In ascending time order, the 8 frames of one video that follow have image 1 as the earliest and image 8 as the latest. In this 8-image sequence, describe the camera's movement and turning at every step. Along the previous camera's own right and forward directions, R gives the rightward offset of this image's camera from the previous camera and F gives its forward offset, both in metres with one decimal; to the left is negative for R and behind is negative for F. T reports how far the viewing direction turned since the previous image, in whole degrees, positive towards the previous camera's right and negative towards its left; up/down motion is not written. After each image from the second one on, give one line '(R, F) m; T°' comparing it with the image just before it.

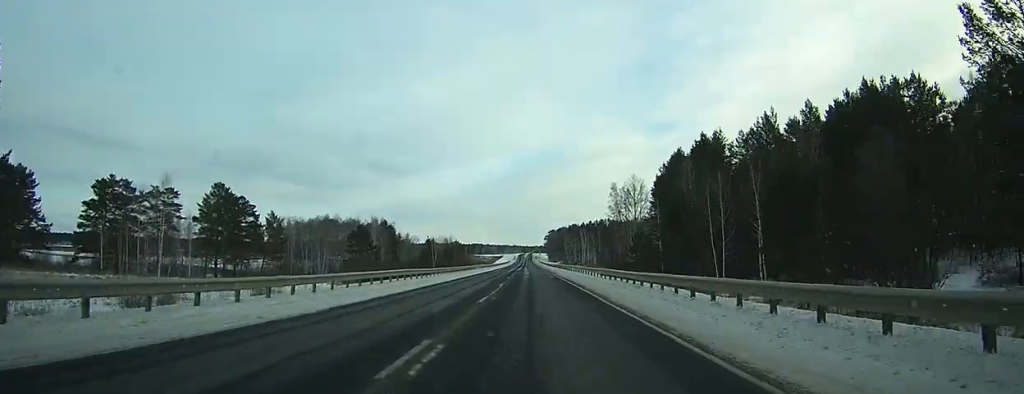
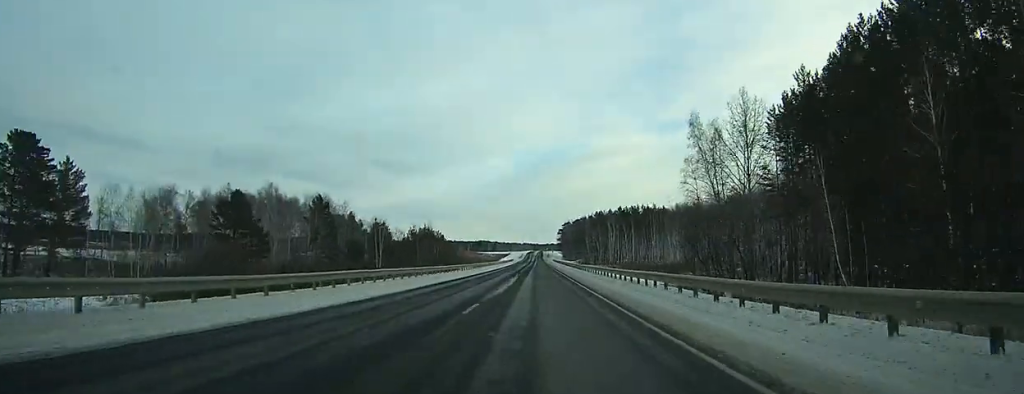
(-0.2, +65.1) m; 0°
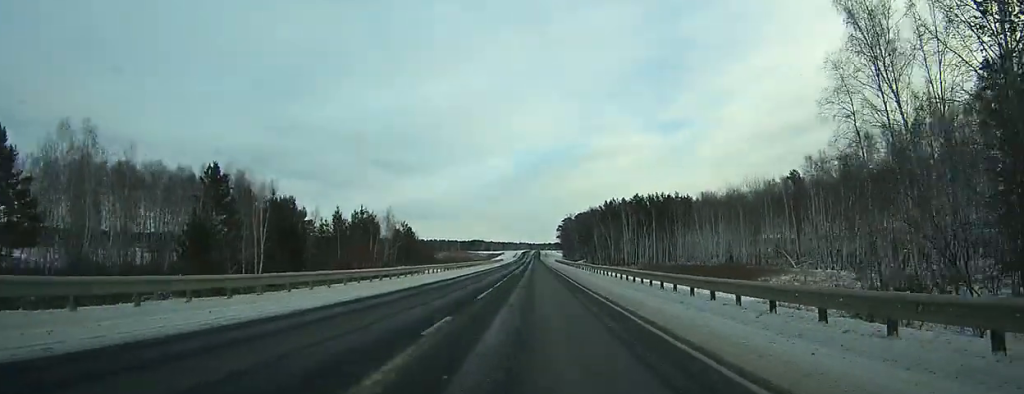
(0.0, +41.2) m; 0°
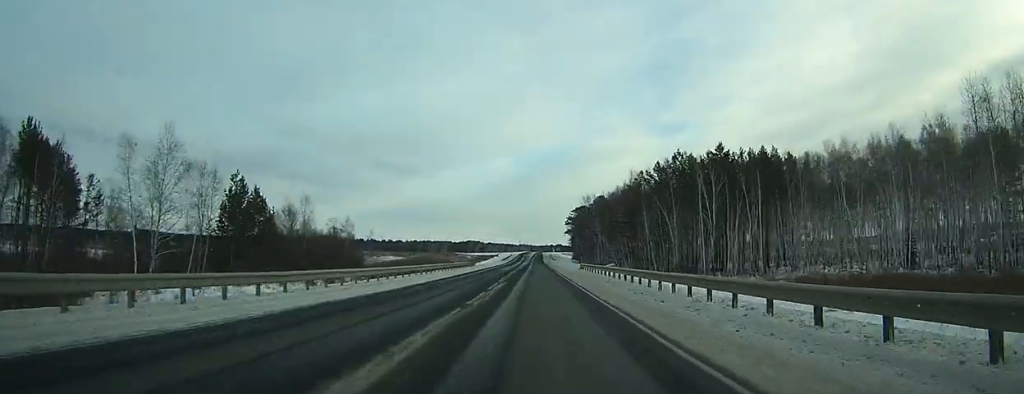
(+0.1, +72.5) m; 0°
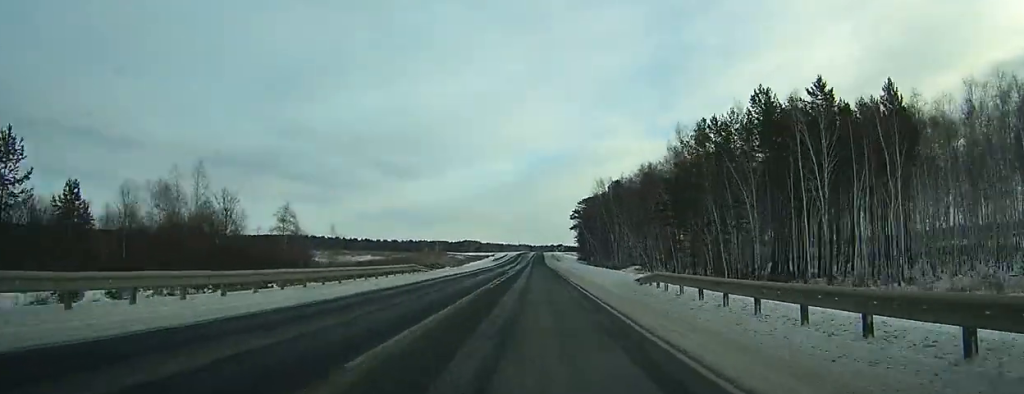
(0.0, +31.7) m; 0°
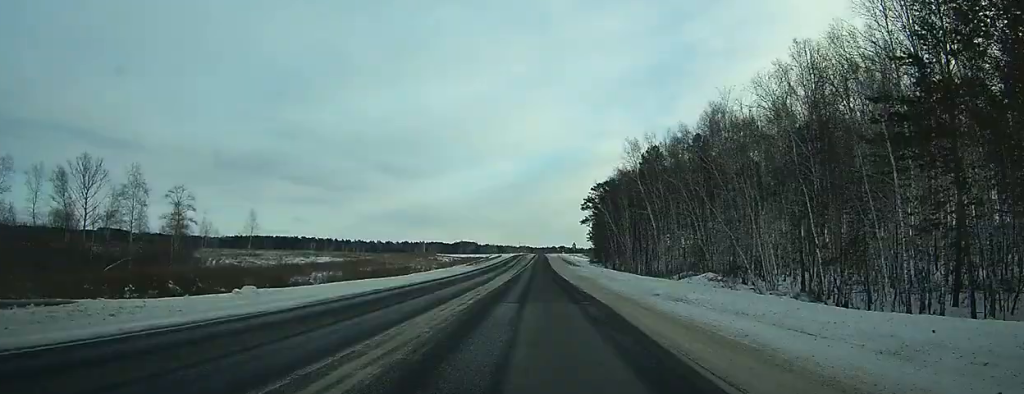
(-0.1, +38.6) m; 0°
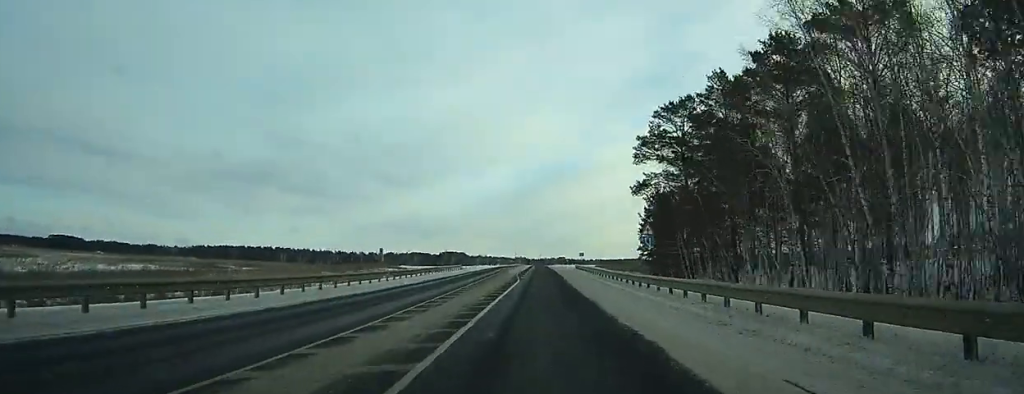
(+0.2, +78.5) m; 0°
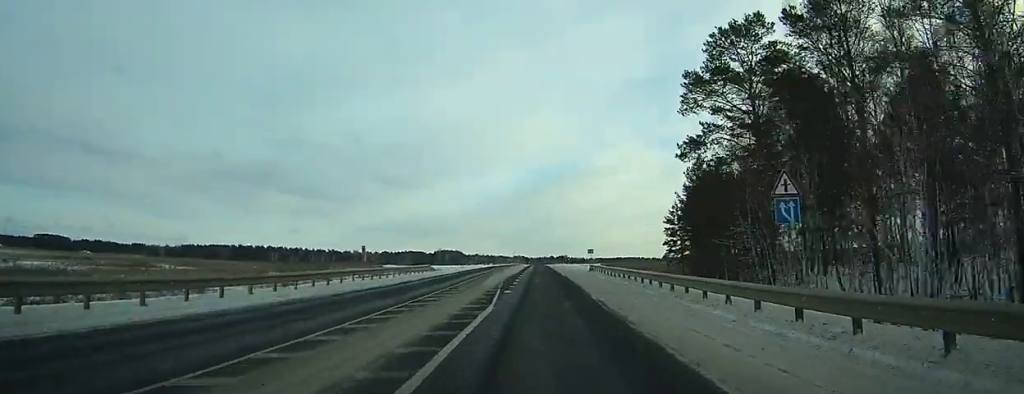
(0.0, +21.4) m; 0°
